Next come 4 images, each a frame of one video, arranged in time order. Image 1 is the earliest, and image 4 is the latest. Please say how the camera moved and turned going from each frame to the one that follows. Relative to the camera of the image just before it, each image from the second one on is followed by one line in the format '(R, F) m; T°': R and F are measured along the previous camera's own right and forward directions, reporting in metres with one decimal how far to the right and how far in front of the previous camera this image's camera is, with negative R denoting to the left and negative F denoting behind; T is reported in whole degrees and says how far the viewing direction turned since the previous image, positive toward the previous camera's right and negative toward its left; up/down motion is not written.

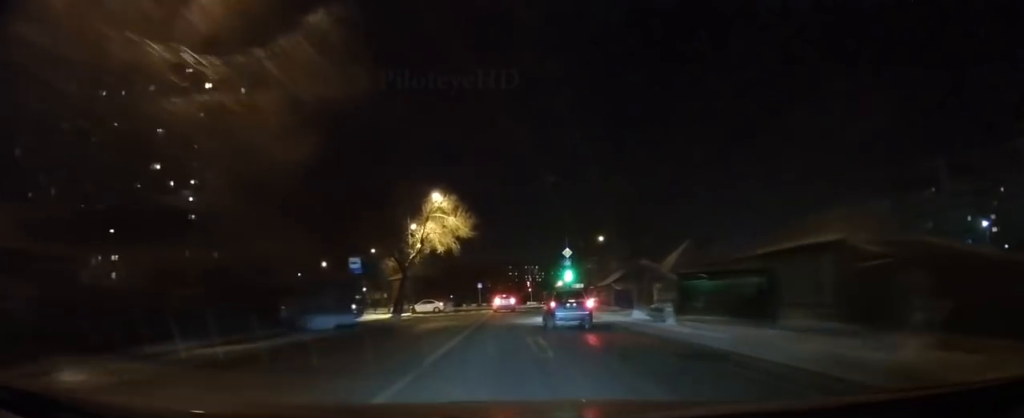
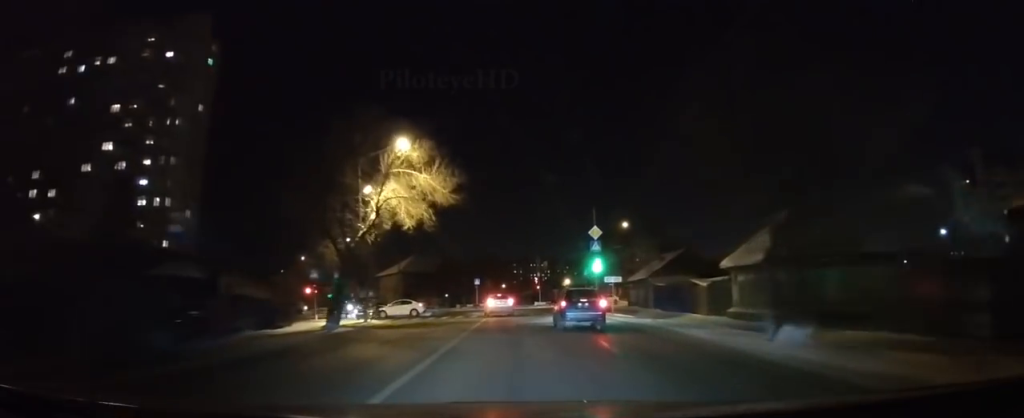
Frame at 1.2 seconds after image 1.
(-0.1, +13.9) m; -1°
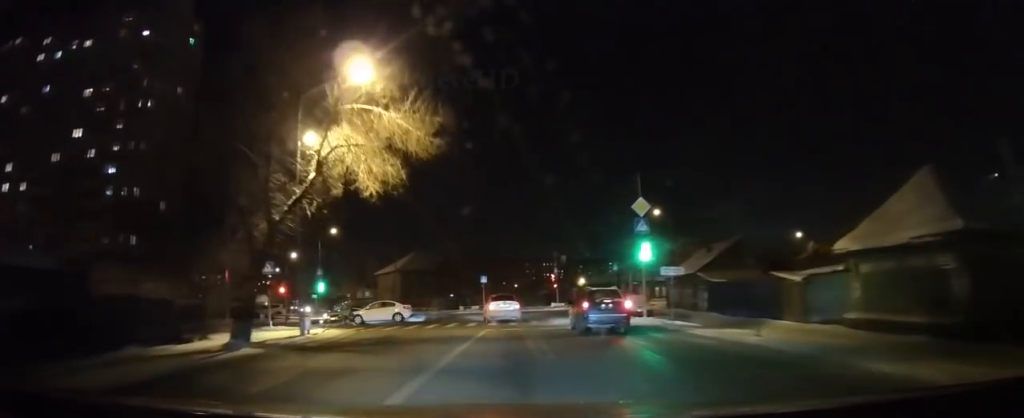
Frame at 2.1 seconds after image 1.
(-0.1, +9.1) m; -2°
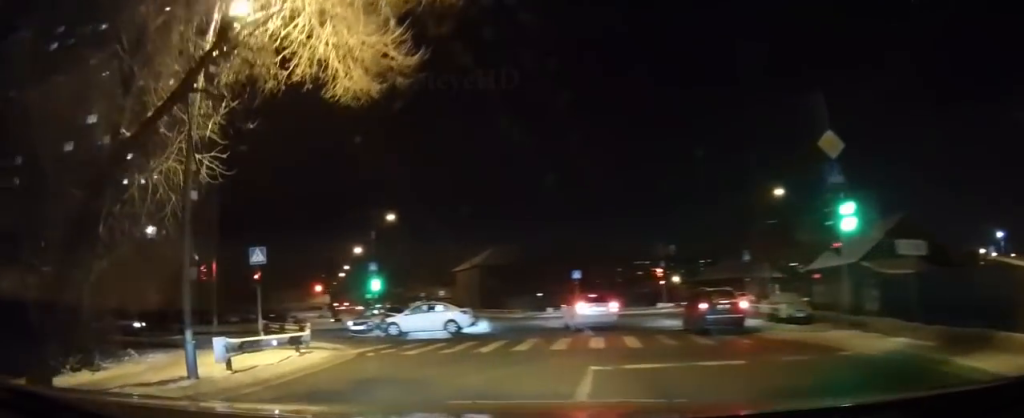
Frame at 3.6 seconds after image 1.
(-0.8, +10.7) m; -14°
